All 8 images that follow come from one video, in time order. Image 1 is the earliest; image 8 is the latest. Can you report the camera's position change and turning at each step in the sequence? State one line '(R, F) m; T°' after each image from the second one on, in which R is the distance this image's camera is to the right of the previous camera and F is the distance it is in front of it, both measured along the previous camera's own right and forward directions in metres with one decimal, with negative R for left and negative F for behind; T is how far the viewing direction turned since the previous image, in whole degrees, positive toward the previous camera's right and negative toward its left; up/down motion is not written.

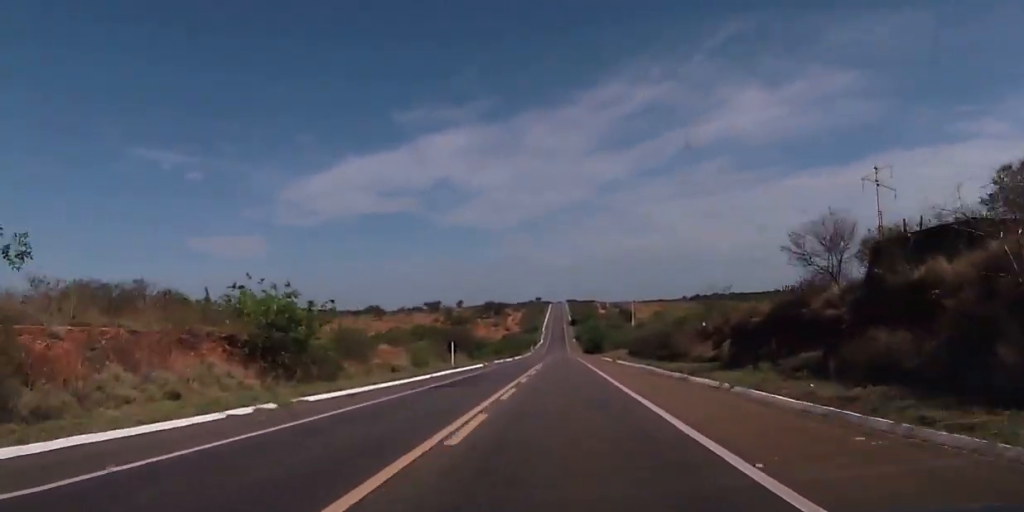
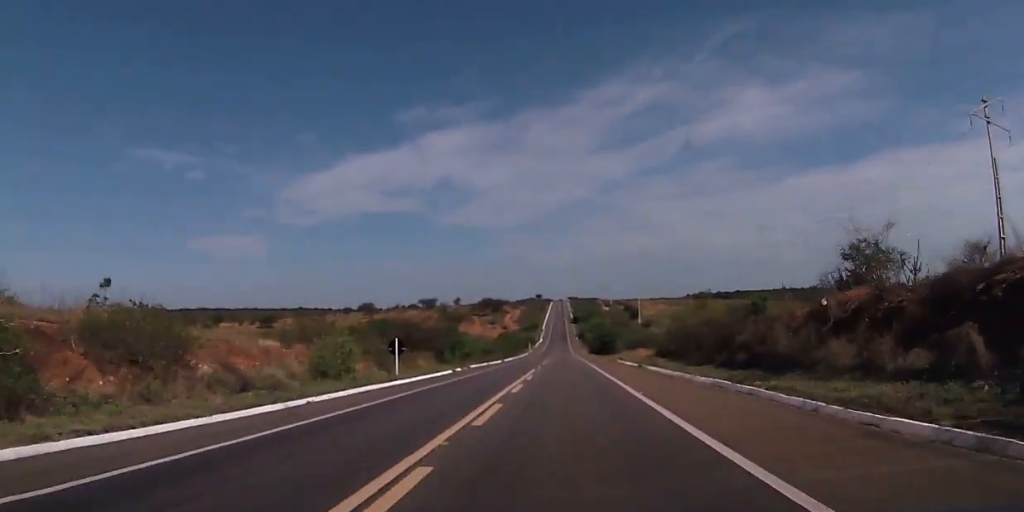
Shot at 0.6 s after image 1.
(-0.1, +21.9) m; +1°
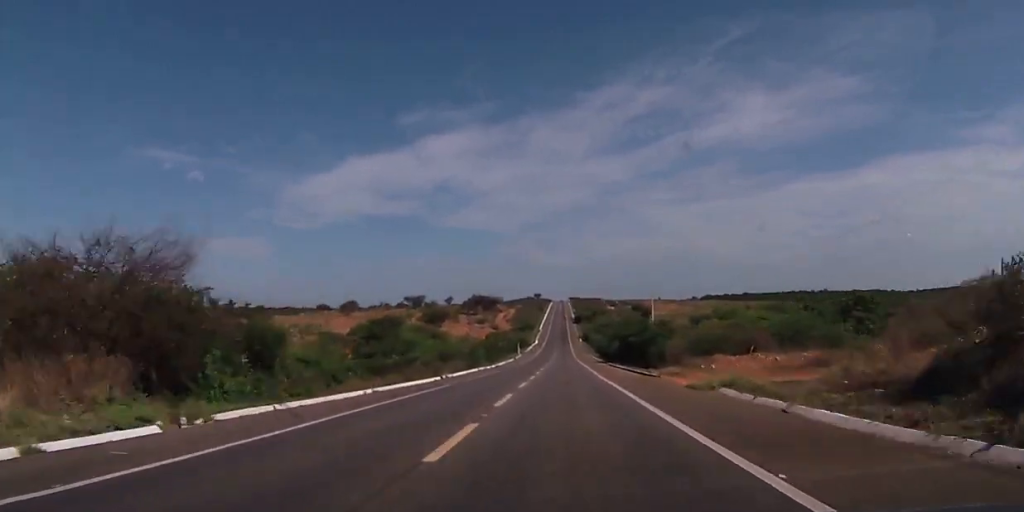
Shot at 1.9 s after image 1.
(+1.0, +43.9) m; +1°
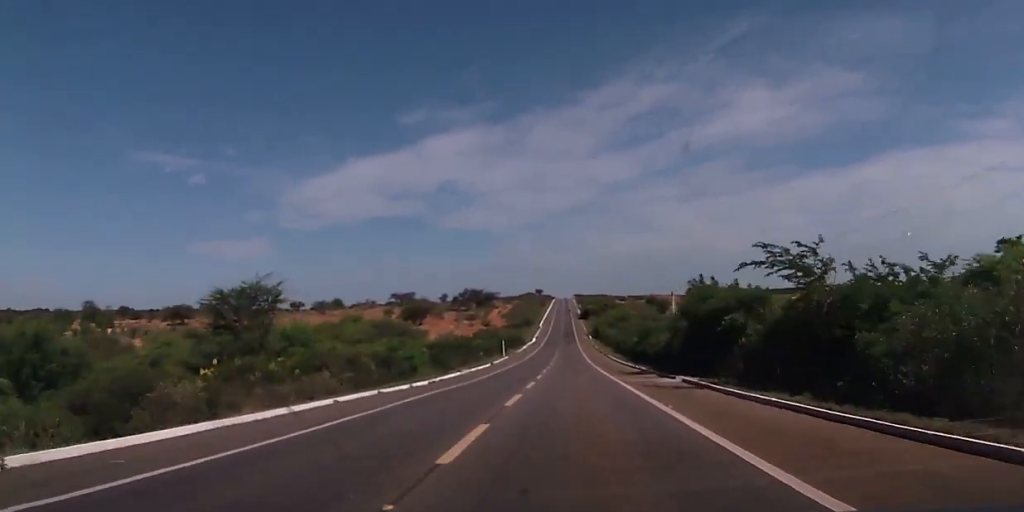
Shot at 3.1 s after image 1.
(-1.1, +40.3) m; -1°
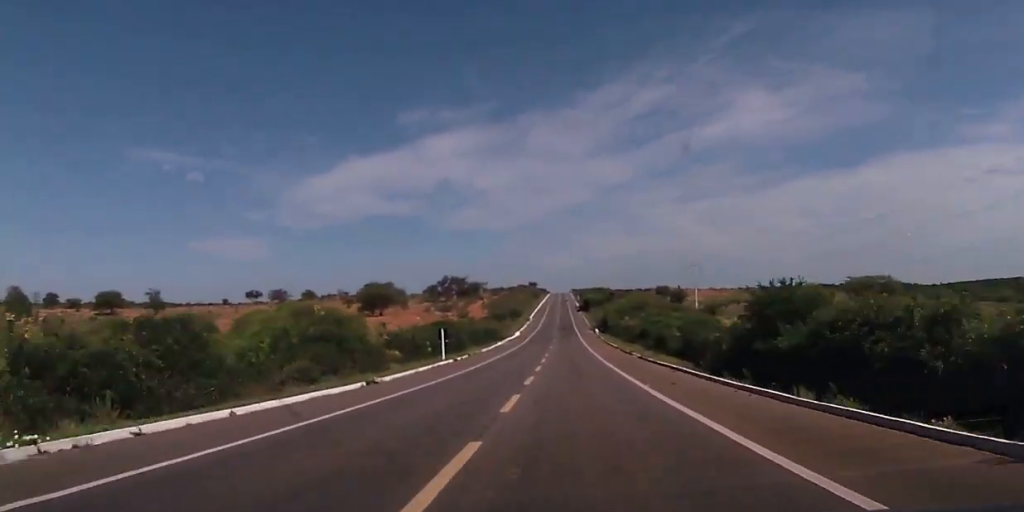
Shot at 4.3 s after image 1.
(+1.1, +42.7) m; +1°
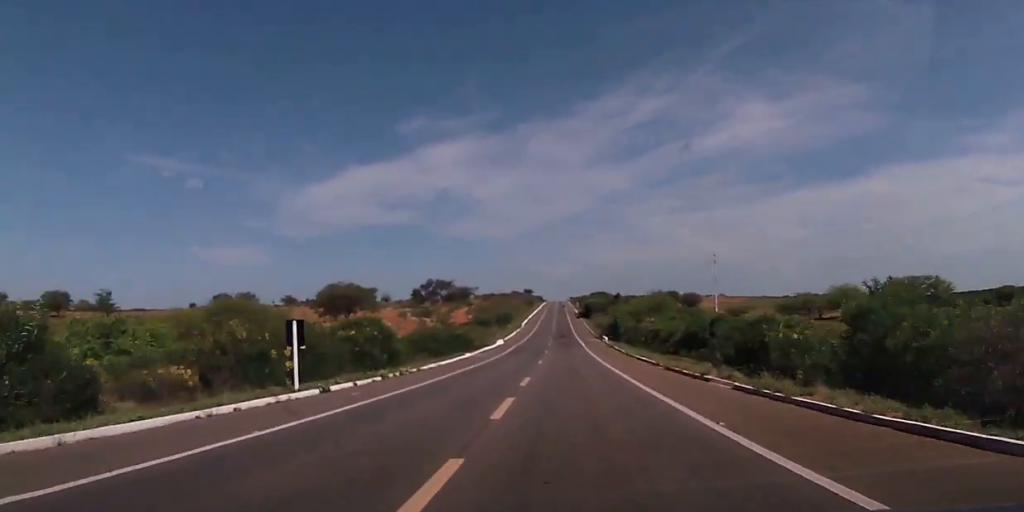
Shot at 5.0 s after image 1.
(0.0, +25.6) m; -1°
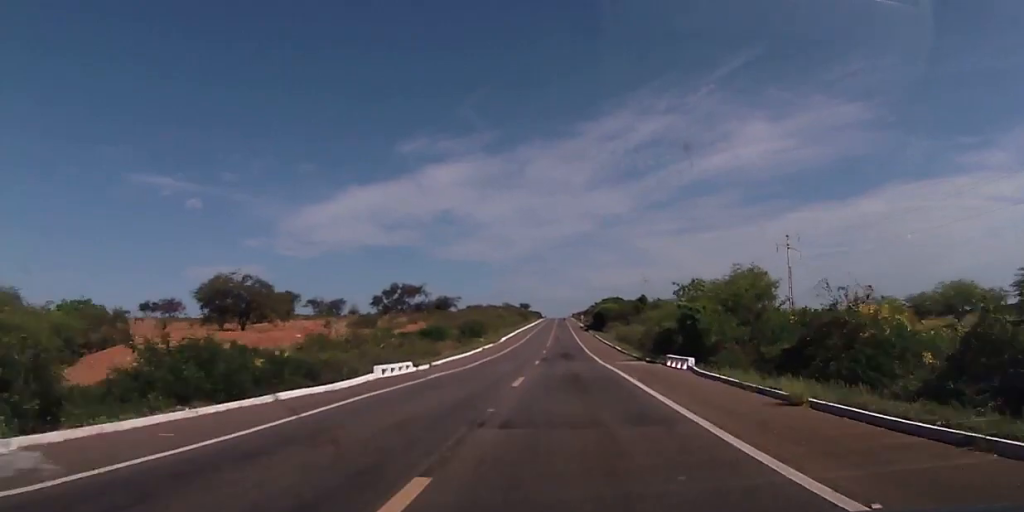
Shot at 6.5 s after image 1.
(-1.4, +49.7) m; -2°
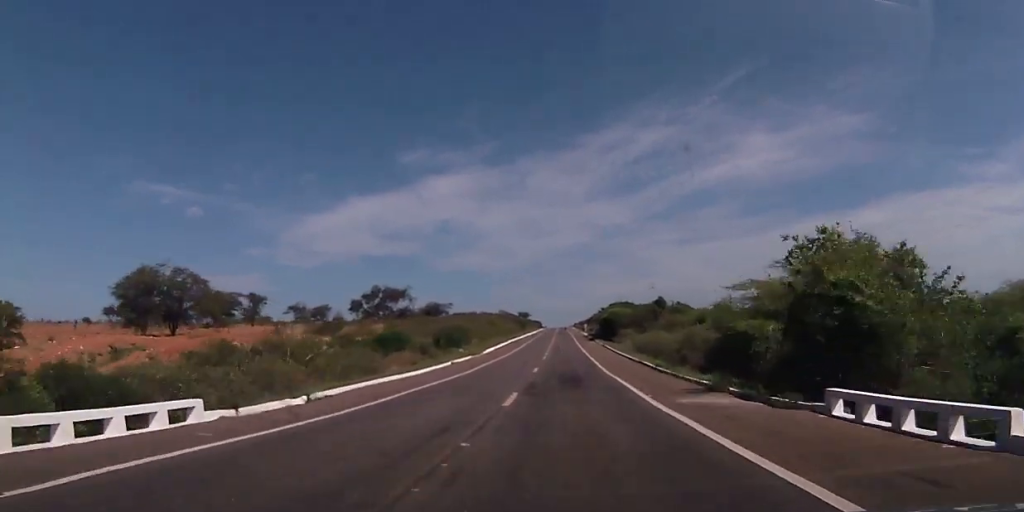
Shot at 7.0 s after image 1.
(-0.7, +19.6) m; +1°
